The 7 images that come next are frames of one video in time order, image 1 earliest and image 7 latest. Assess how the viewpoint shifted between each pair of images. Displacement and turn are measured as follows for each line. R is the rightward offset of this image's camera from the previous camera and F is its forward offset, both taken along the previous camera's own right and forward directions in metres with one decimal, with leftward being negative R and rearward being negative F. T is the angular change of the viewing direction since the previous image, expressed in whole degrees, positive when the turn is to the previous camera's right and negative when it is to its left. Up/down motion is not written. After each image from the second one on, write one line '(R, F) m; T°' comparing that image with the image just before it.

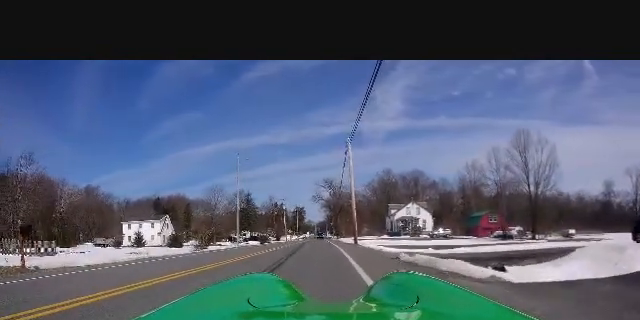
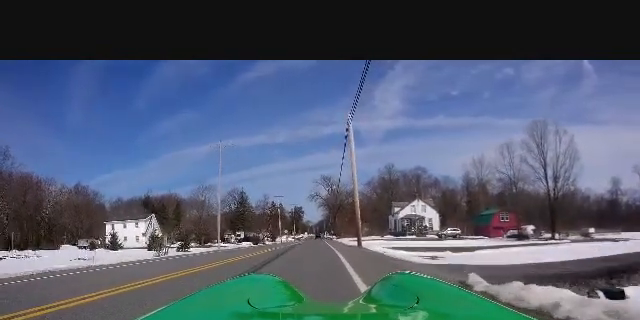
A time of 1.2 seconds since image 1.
(+0.2, +5.7) m; +4°
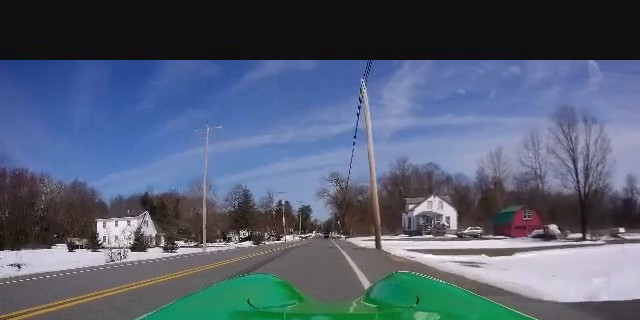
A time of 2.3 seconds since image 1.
(+0.1, +6.0) m; 0°
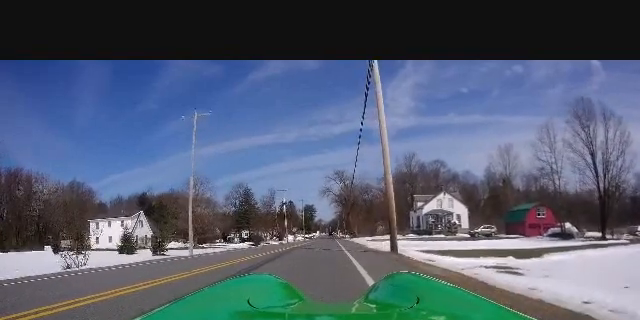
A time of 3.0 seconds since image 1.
(-0.2, +4.0) m; 0°
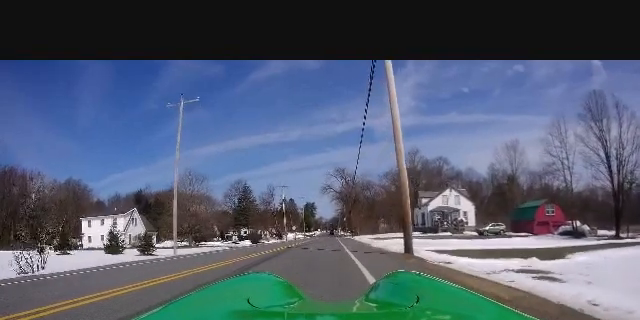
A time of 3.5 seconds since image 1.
(+0.2, +3.0) m; 0°
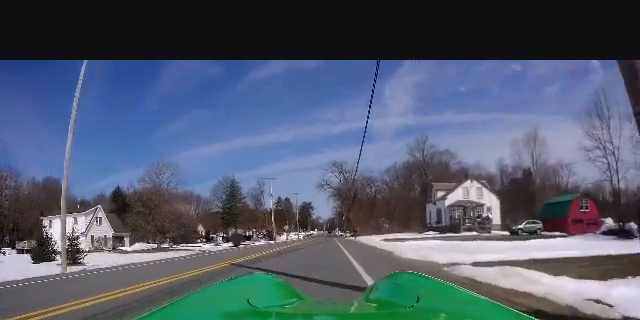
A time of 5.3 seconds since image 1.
(-0.4, +9.9) m; -4°
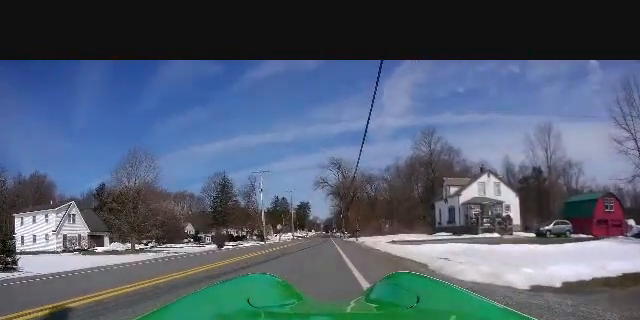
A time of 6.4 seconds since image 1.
(0.0, +5.9) m; 0°
